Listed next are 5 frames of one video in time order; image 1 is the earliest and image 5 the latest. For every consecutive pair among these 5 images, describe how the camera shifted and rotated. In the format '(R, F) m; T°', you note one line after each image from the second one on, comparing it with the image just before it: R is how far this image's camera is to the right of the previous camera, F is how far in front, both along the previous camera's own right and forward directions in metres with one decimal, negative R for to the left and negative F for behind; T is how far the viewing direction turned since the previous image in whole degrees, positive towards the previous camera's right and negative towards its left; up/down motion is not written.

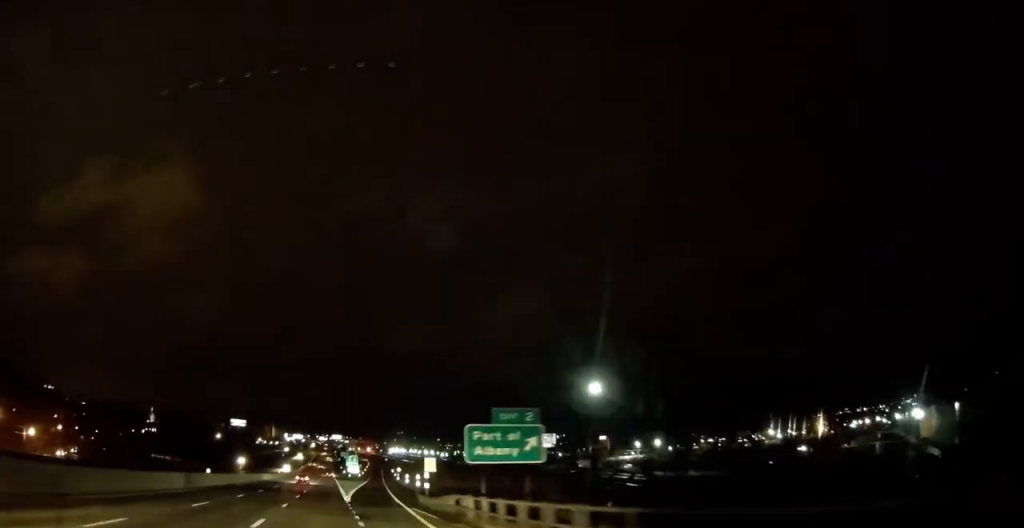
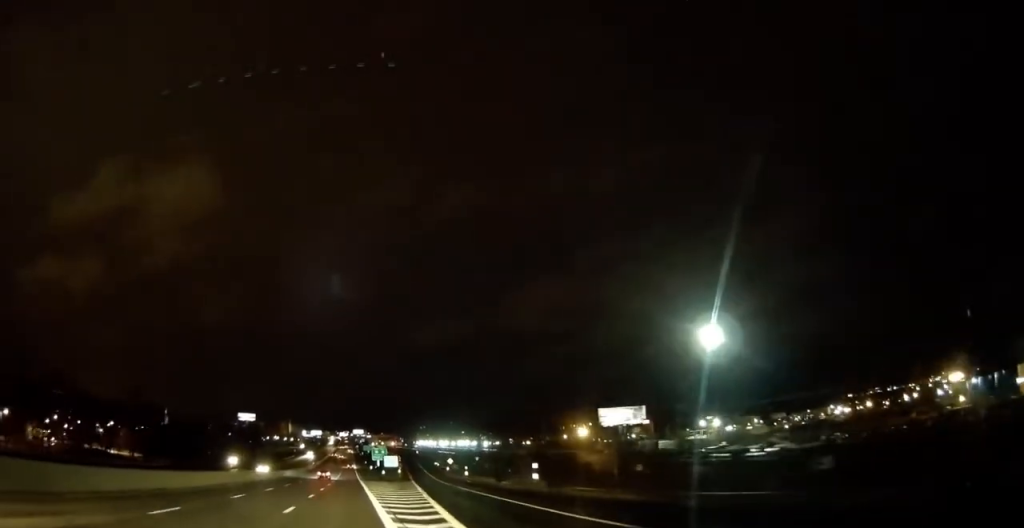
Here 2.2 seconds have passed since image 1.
(-1.0, +56.2) m; -2°
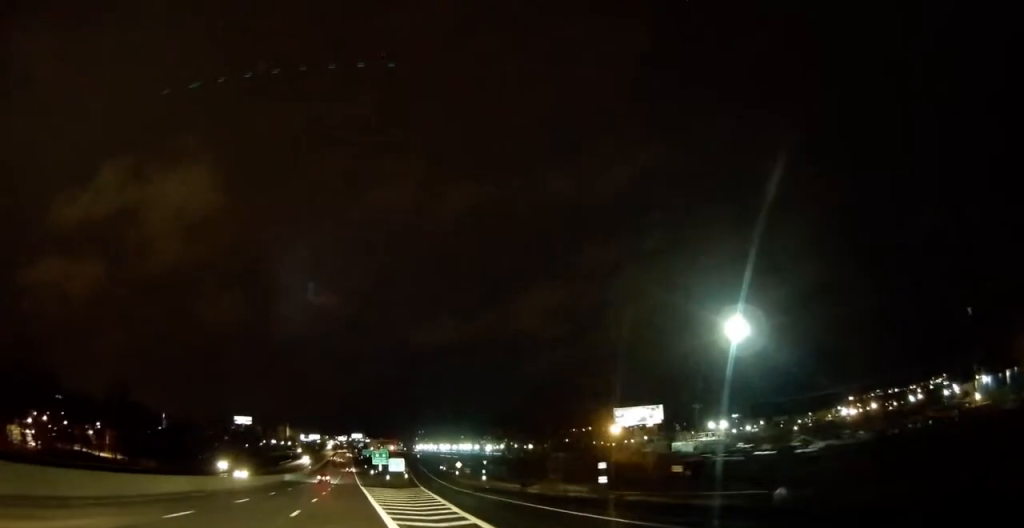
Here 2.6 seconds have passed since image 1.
(0.0, +11.3) m; -1°
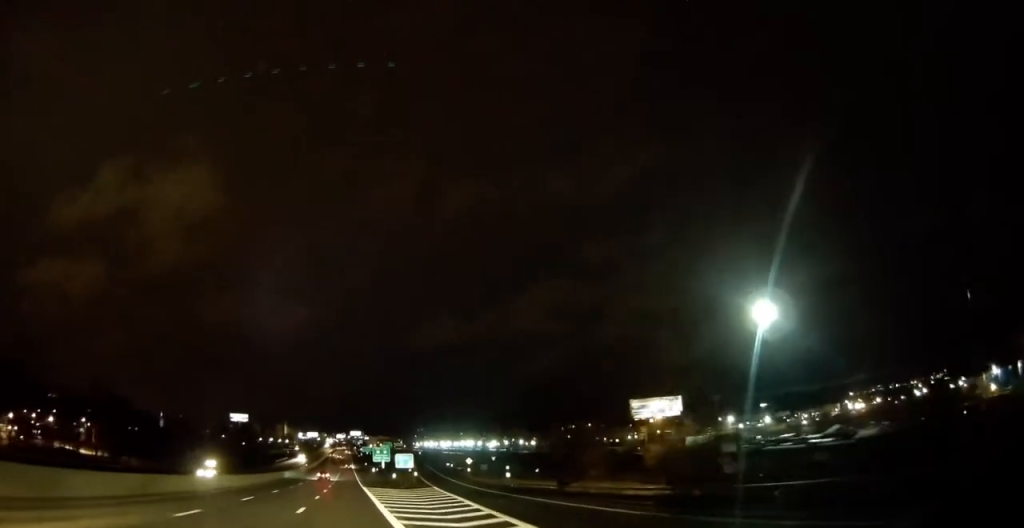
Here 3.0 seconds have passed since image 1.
(-0.1, +11.2) m; 0°
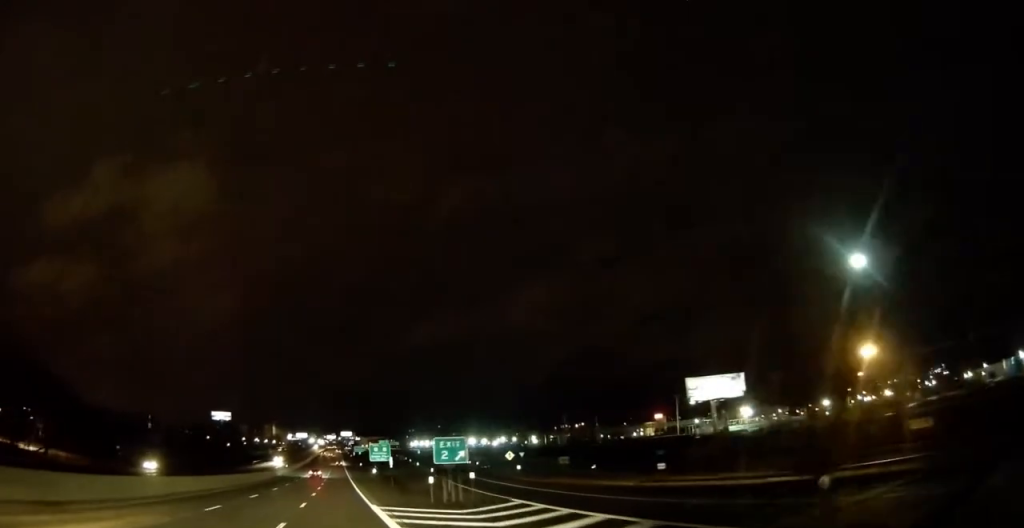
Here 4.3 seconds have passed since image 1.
(+0.2, +32.7) m; 0°
